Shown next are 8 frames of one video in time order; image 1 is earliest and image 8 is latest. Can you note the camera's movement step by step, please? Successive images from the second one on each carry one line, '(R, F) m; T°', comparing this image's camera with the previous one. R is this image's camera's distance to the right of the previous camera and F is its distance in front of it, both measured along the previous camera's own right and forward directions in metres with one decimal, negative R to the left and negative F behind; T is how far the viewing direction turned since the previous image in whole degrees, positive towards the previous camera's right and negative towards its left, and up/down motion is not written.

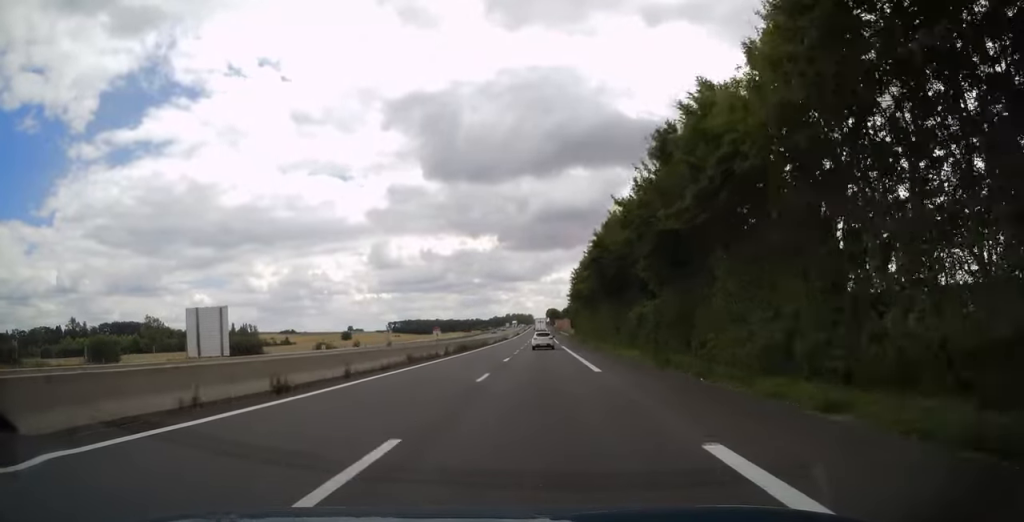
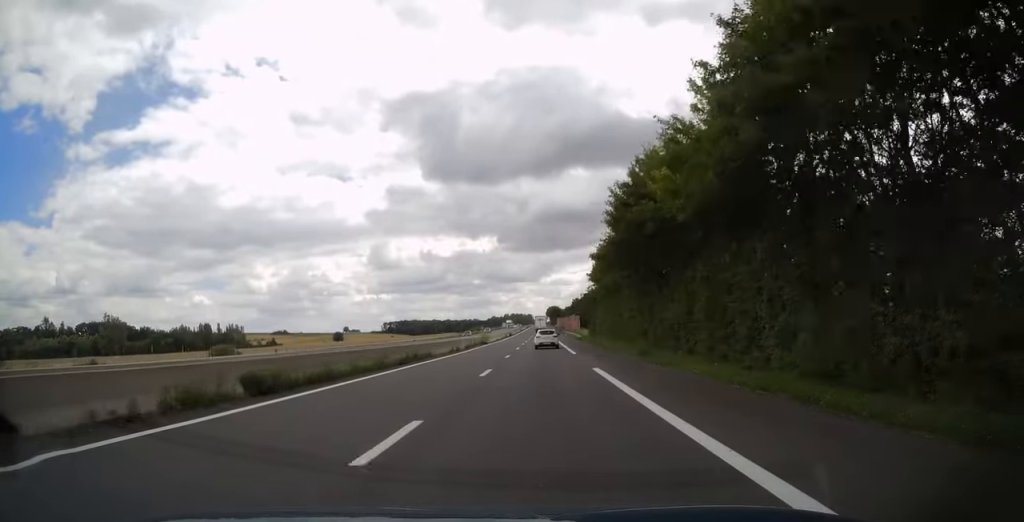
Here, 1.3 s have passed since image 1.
(+0.1, +37.2) m; 0°
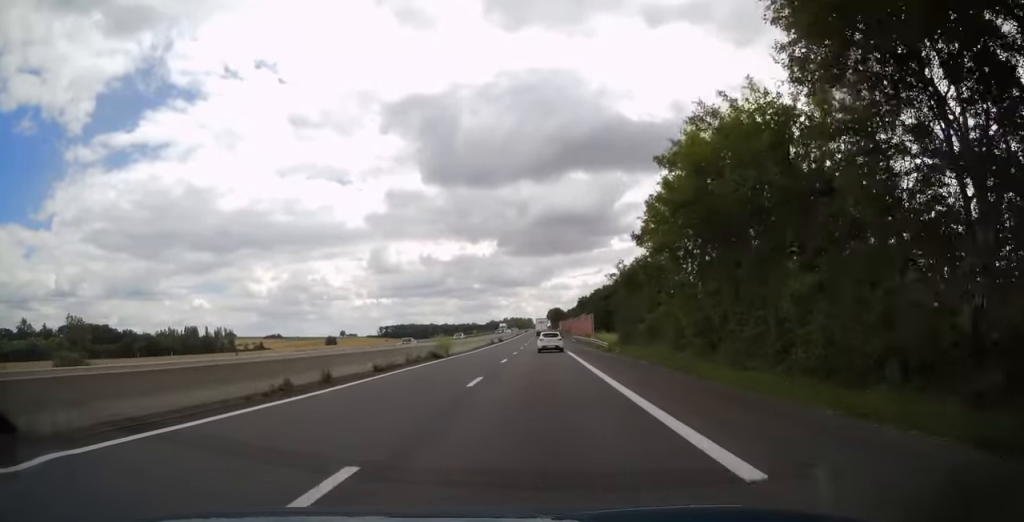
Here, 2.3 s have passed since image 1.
(0.0, +29.0) m; 0°
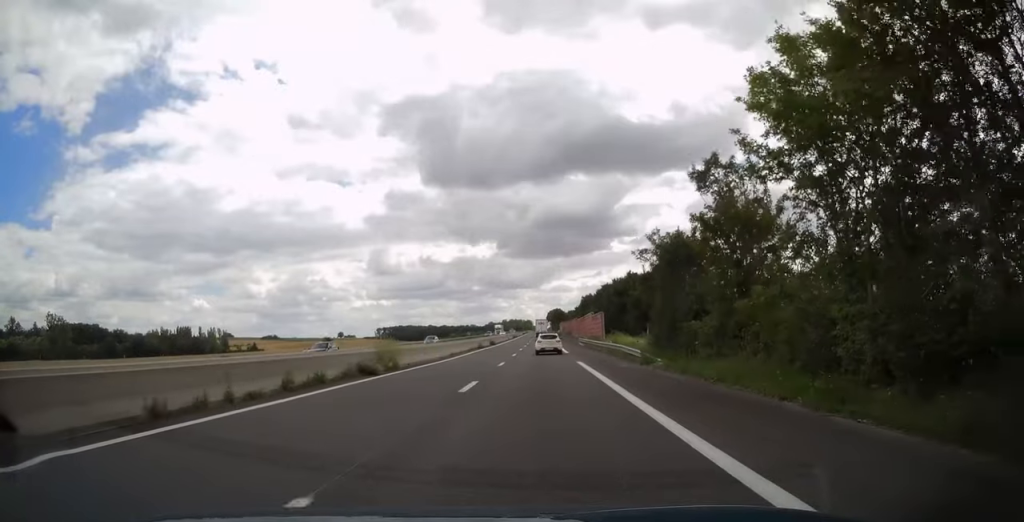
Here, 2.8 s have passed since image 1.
(-0.1, +14.2) m; 0°
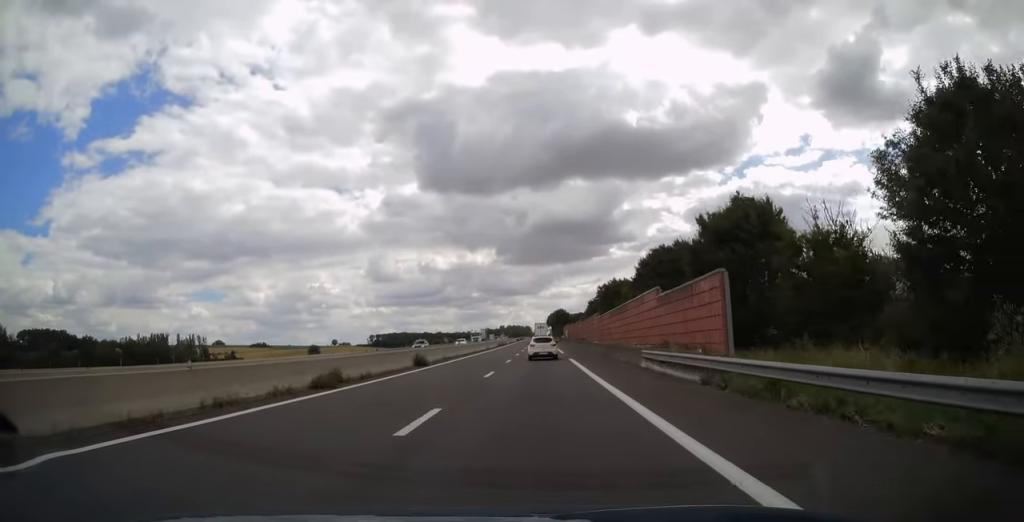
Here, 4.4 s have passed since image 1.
(+0.1, +44.6) m; 0°
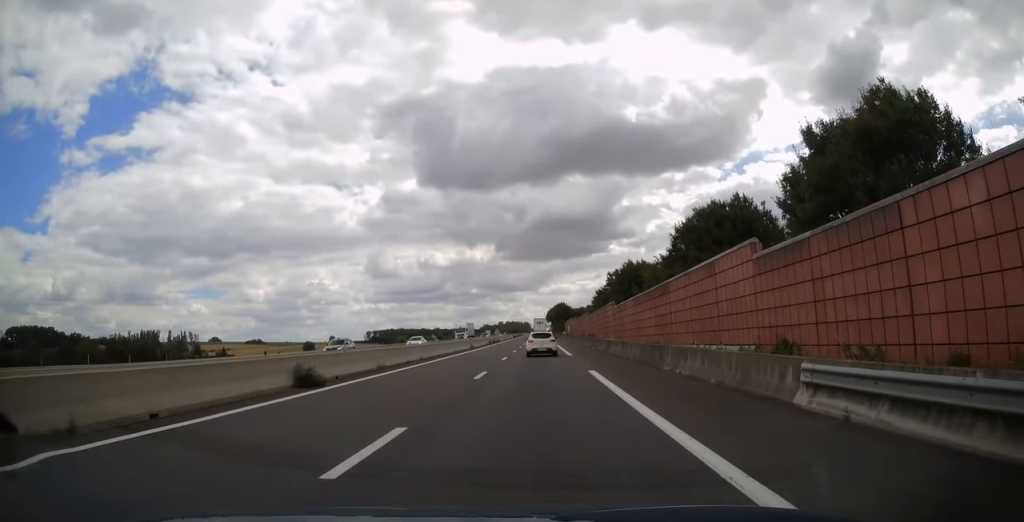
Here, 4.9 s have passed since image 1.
(0.0, +15.7) m; 0°
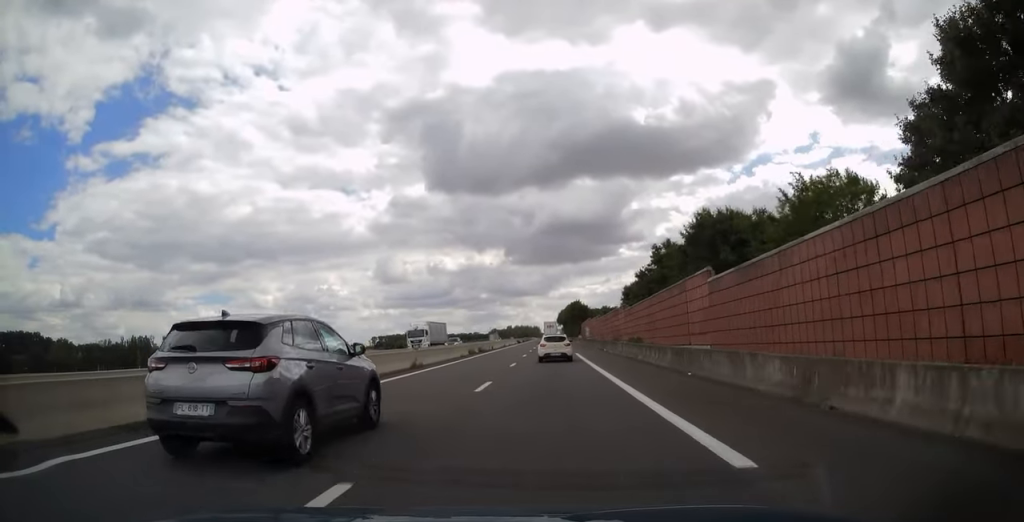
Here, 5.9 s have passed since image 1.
(0.0, +29.0) m; 0°
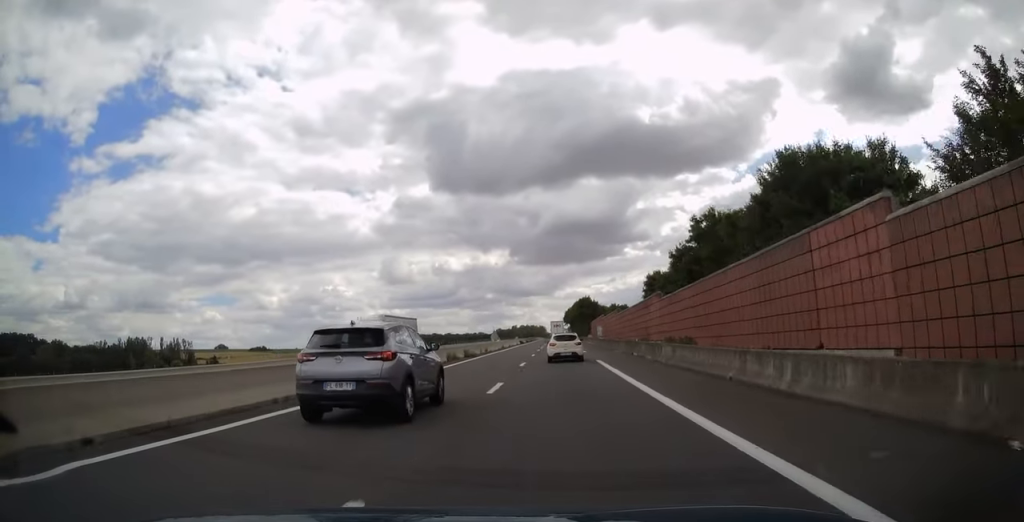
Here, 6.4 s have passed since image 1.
(0.0, +13.5) m; 0°
